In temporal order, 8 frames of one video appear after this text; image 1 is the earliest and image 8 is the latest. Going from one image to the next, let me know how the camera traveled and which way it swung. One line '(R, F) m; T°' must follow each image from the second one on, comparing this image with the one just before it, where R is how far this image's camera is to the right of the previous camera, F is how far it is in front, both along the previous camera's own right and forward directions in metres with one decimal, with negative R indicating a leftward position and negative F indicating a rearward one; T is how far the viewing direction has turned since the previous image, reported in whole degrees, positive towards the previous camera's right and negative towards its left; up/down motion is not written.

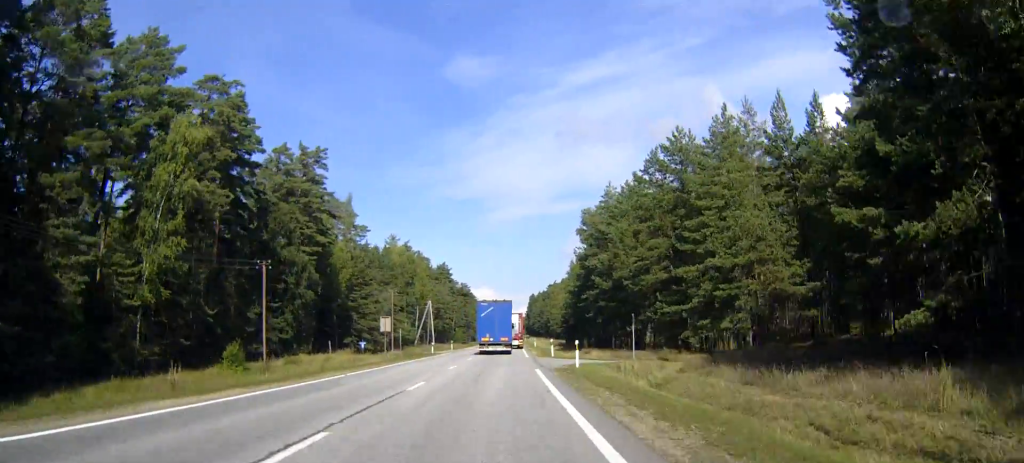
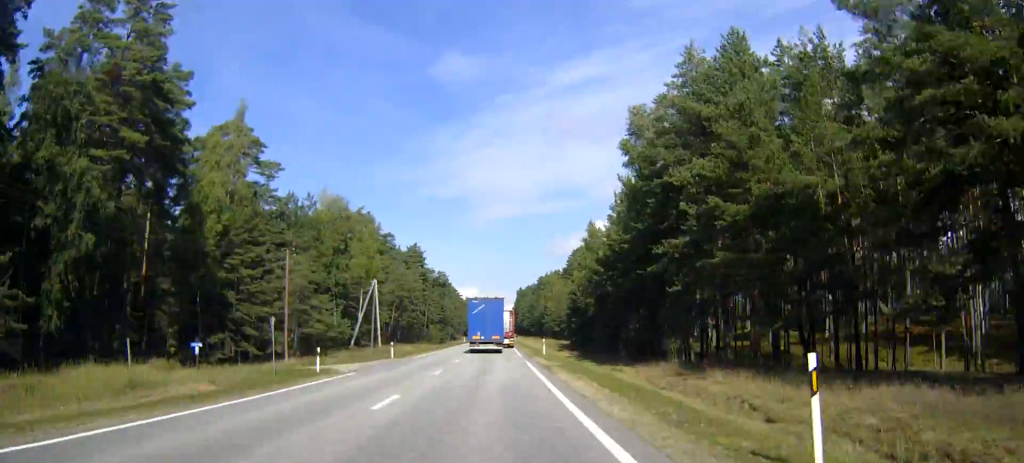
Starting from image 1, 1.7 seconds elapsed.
(+0.3, +41.3) m; +1°
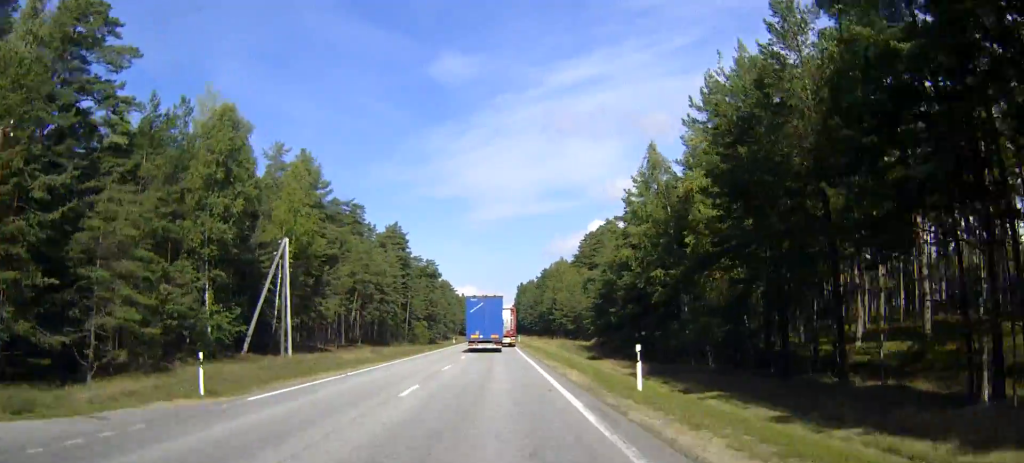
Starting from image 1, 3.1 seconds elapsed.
(+0.1, +33.6) m; 0°
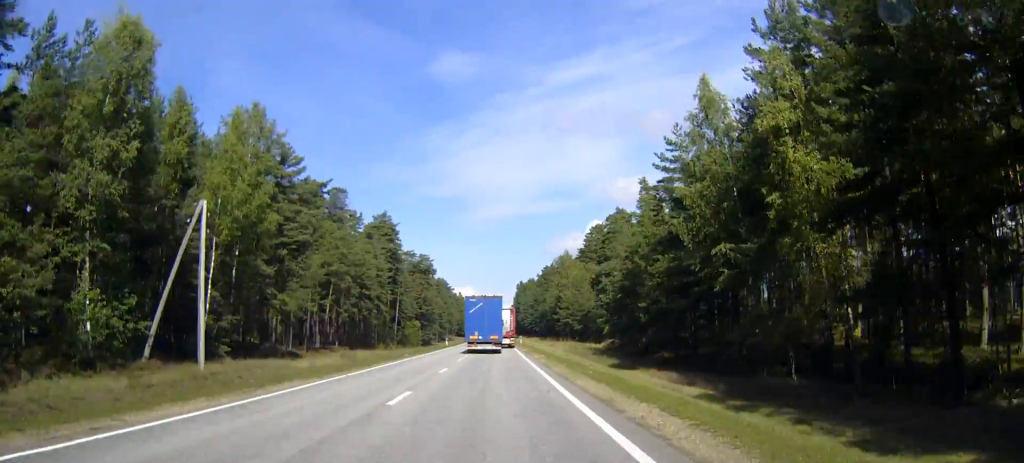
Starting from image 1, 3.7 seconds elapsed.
(0.0, +13.4) m; 0°
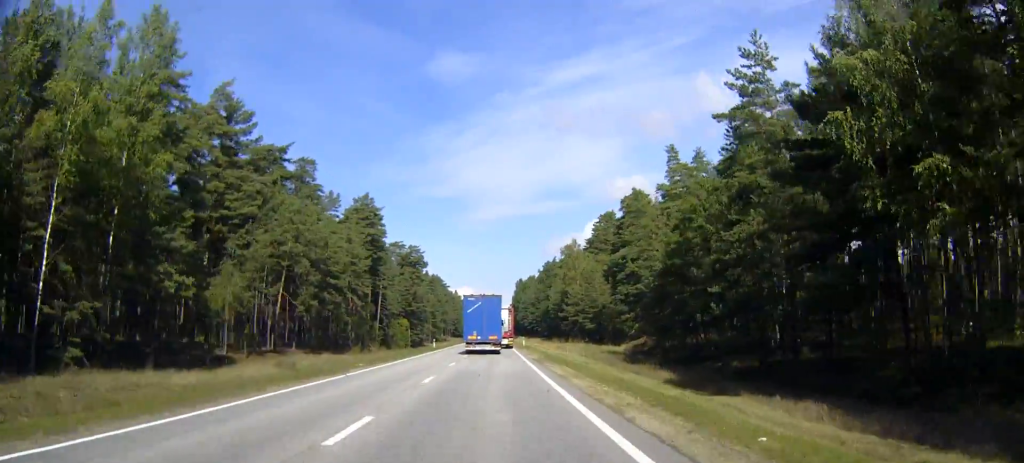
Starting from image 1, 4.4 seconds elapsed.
(+0.1, +17.2) m; 0°
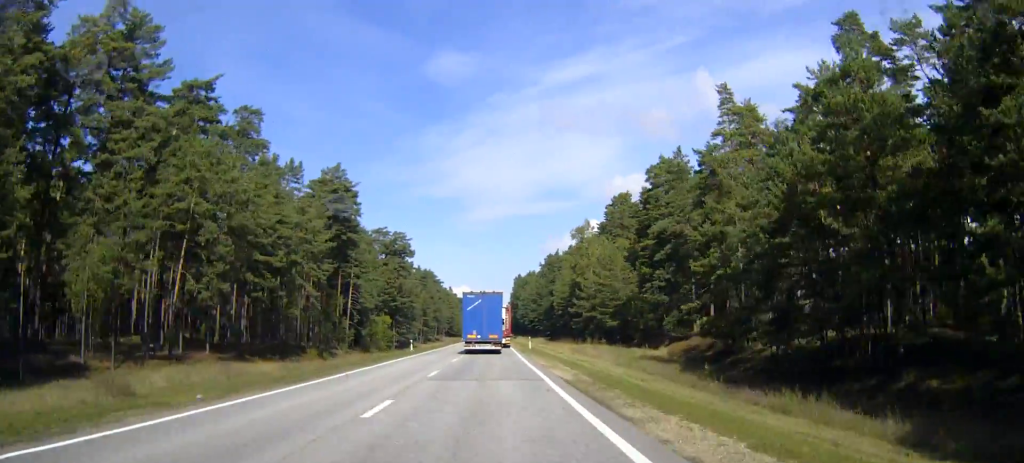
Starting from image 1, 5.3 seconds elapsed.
(0.0, +20.7) m; 0°
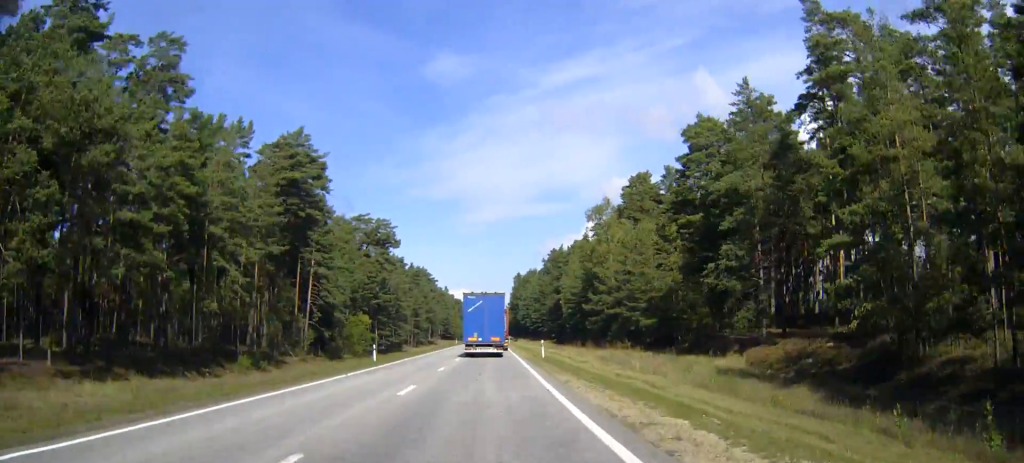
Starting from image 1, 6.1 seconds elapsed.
(0.0, +19.1) m; 0°
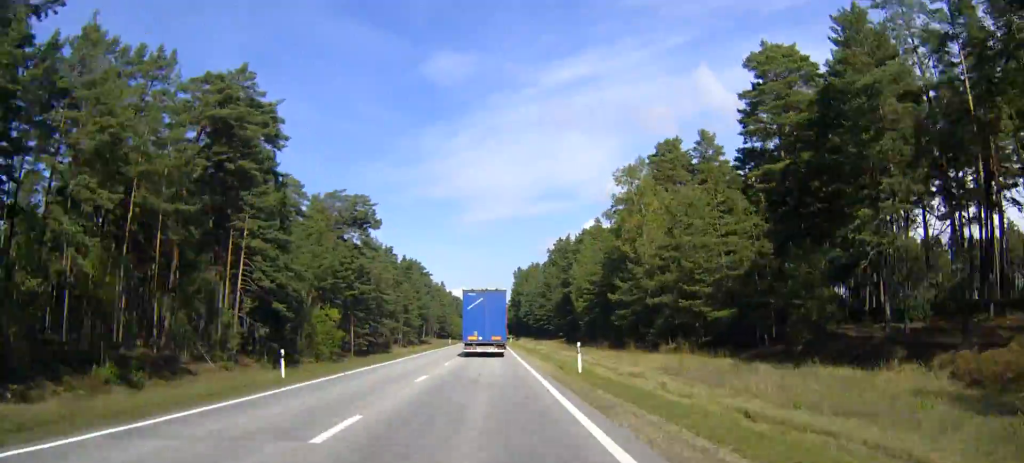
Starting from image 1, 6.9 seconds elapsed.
(0.0, +19.8) m; 0°
